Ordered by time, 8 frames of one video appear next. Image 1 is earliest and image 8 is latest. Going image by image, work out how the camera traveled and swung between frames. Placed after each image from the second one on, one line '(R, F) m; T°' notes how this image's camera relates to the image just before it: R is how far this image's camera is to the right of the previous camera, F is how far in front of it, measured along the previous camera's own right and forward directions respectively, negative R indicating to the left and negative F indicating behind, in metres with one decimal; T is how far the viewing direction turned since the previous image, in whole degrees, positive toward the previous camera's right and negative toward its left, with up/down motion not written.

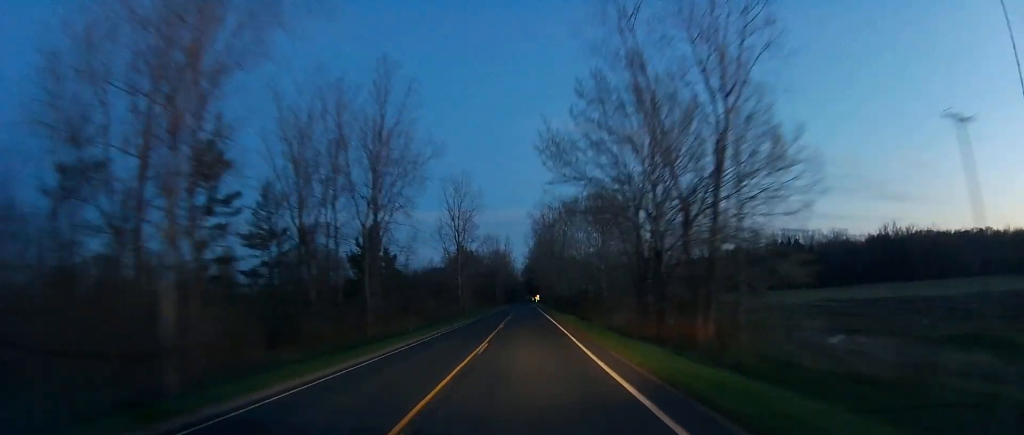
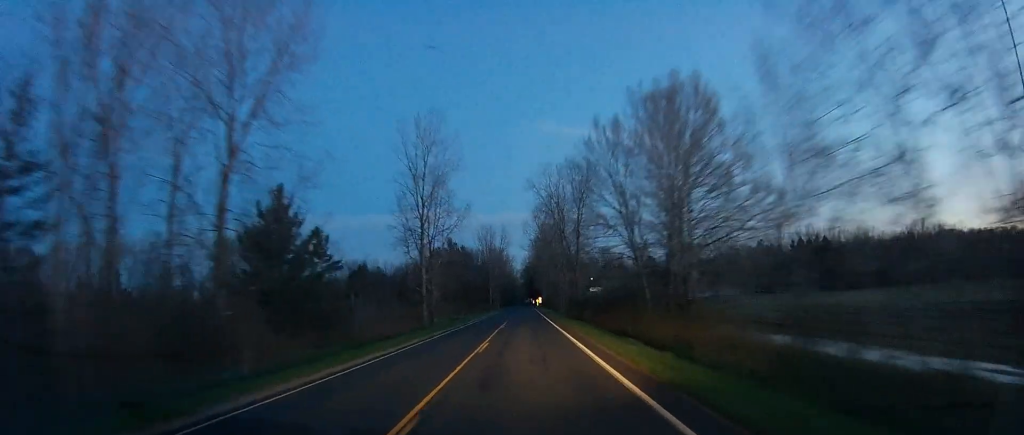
(0.0, +29.8) m; 0°
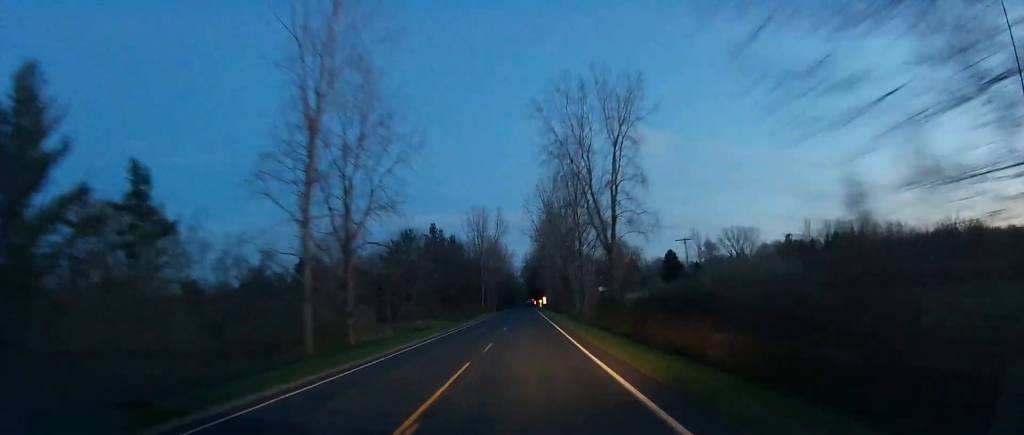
(0.0, +30.3) m; -1°
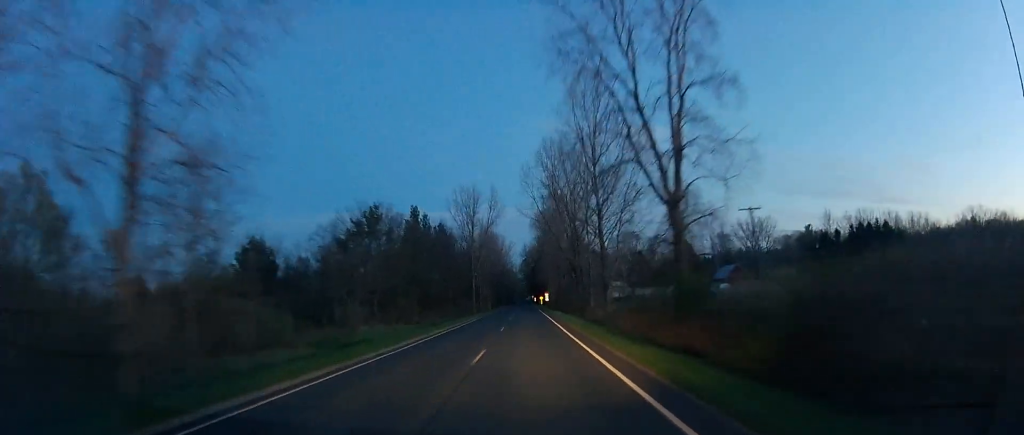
(-0.2, +20.1) m; 0°
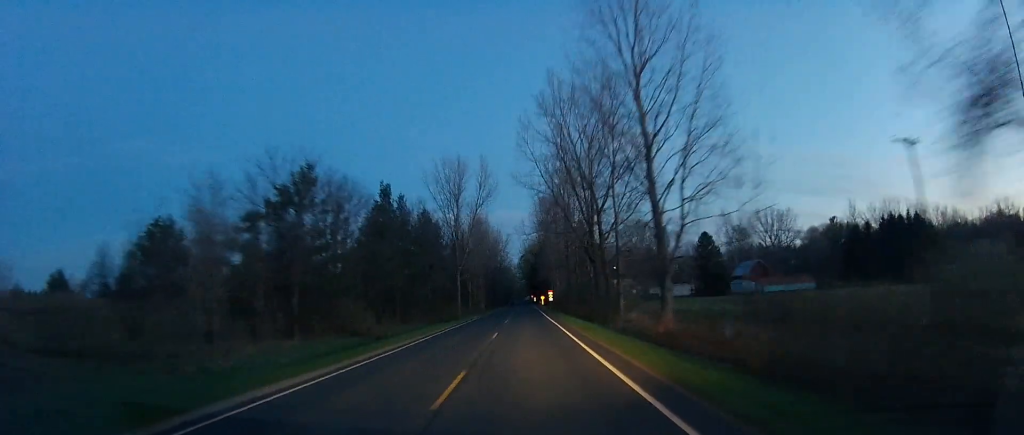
(0.0, +21.6) m; 0°
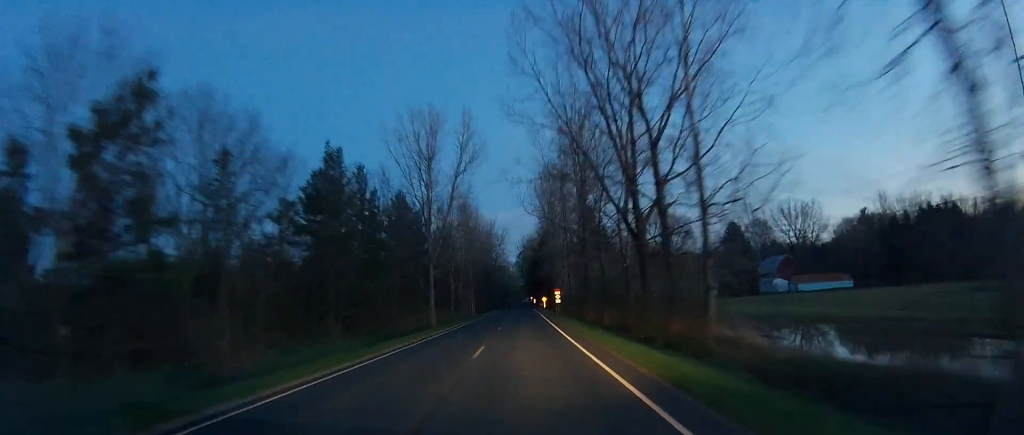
(-0.1, +23.9) m; -1°
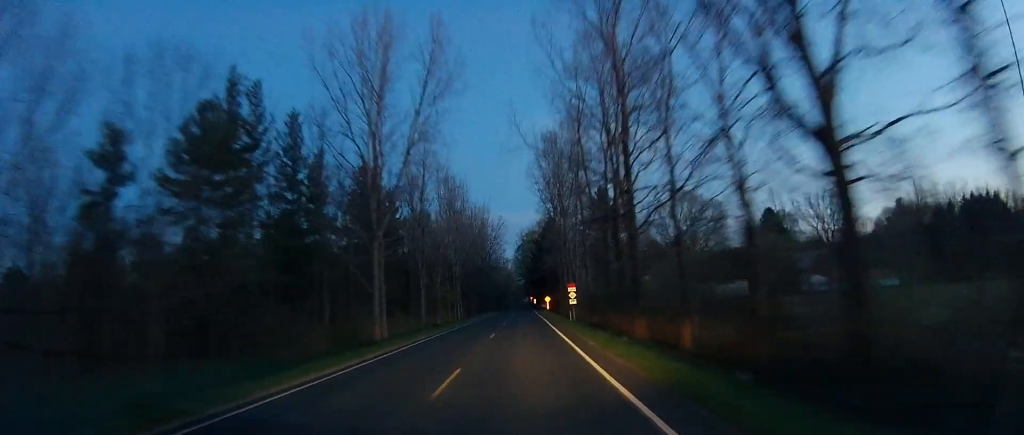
(-0.3, +22.0) m; 0°
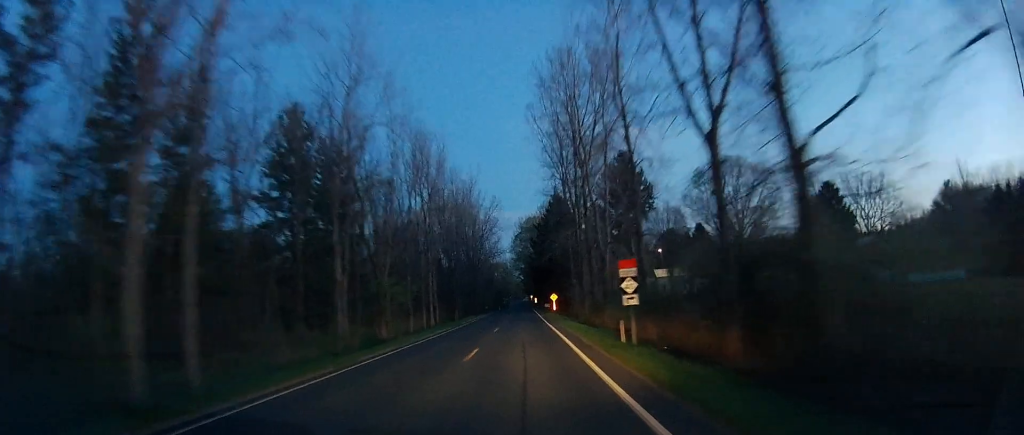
(+0.6, +24.9) m; +1°
